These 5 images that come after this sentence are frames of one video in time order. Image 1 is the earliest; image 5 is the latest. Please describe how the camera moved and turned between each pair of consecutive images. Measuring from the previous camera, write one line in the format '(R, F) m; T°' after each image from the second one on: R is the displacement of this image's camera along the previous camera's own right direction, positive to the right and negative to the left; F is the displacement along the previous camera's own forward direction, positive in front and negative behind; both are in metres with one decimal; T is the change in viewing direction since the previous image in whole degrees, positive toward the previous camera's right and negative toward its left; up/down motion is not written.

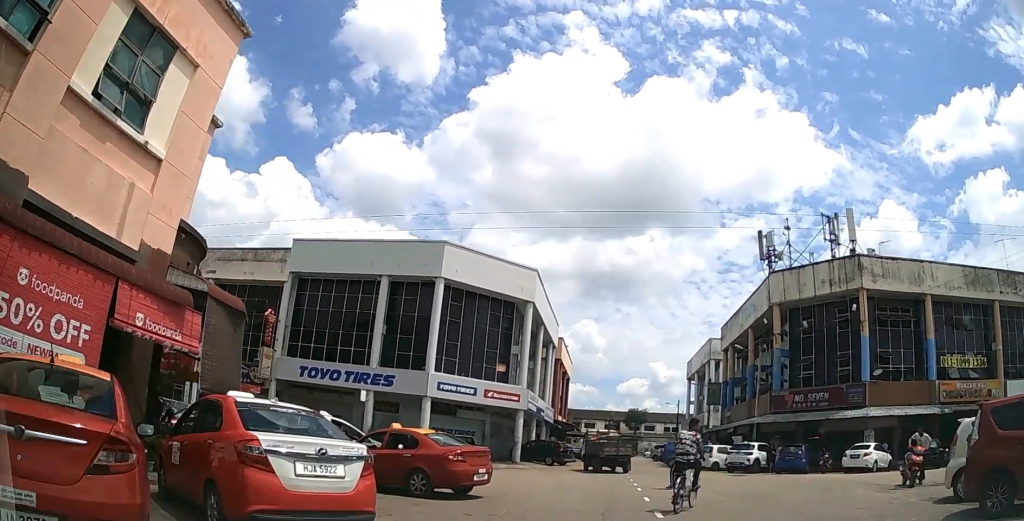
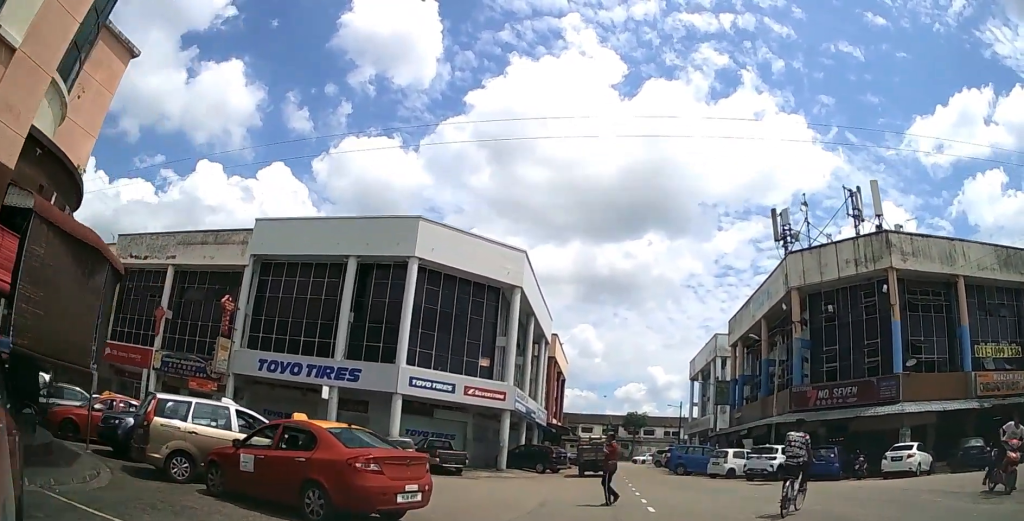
(0.0, +4.5) m; +2°
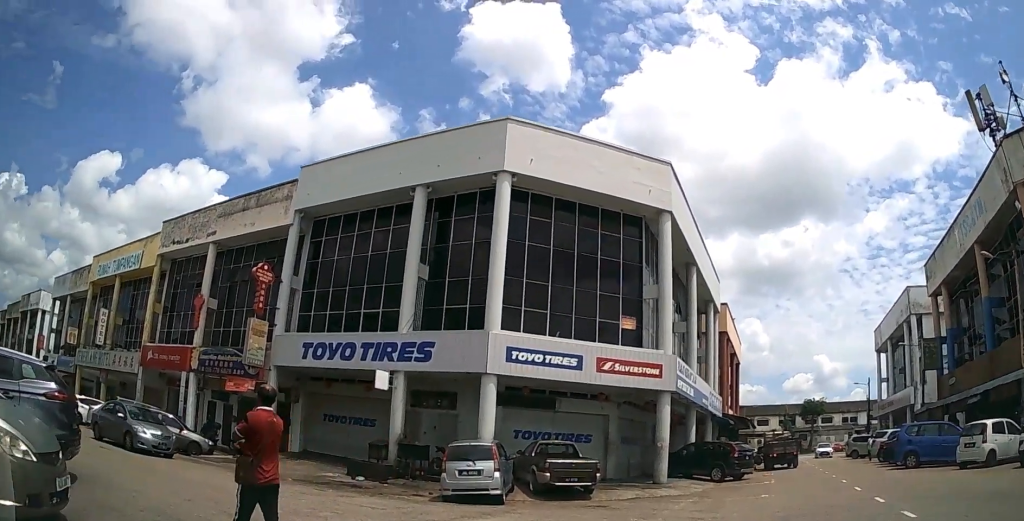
(-1.0, +9.7) m; -27°
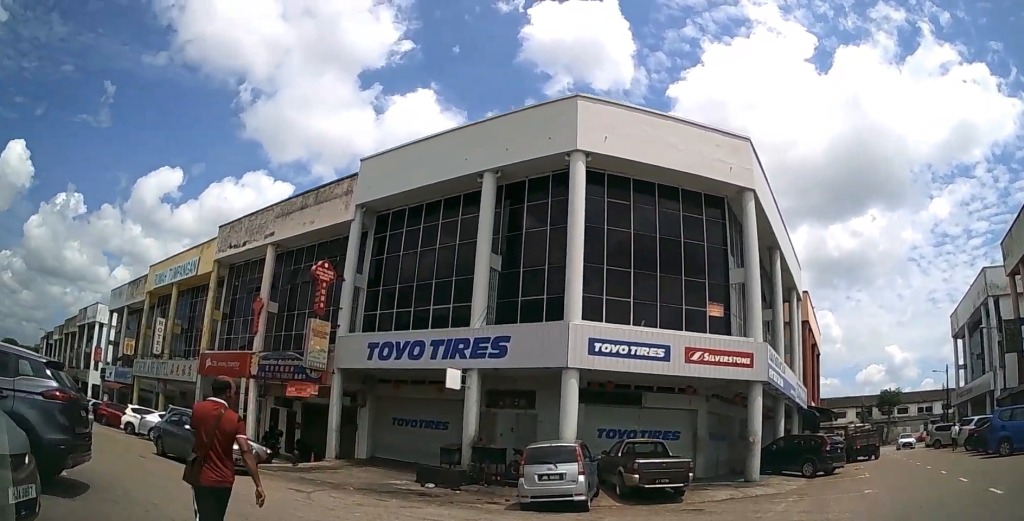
(-0.1, +1.4) m; -7°
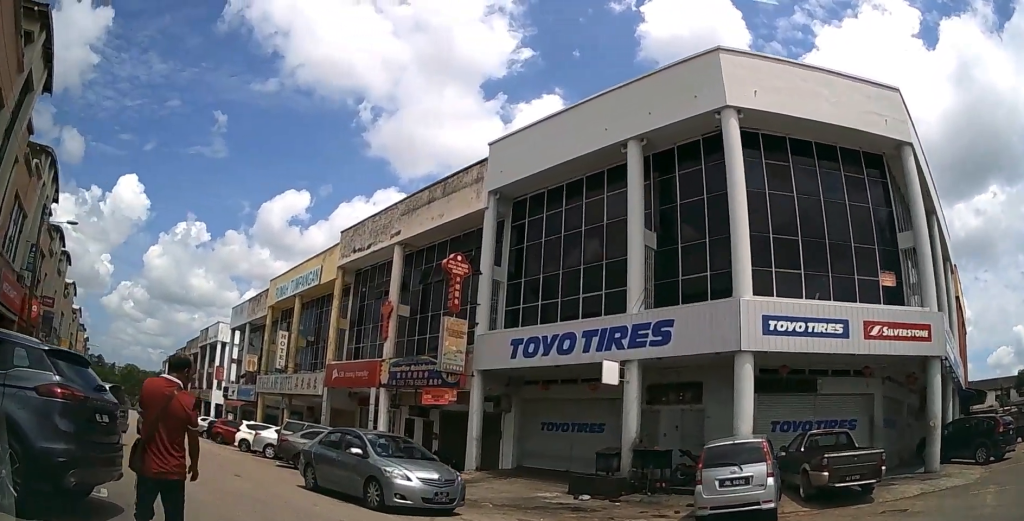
(-0.3, +2.4) m; -18°
